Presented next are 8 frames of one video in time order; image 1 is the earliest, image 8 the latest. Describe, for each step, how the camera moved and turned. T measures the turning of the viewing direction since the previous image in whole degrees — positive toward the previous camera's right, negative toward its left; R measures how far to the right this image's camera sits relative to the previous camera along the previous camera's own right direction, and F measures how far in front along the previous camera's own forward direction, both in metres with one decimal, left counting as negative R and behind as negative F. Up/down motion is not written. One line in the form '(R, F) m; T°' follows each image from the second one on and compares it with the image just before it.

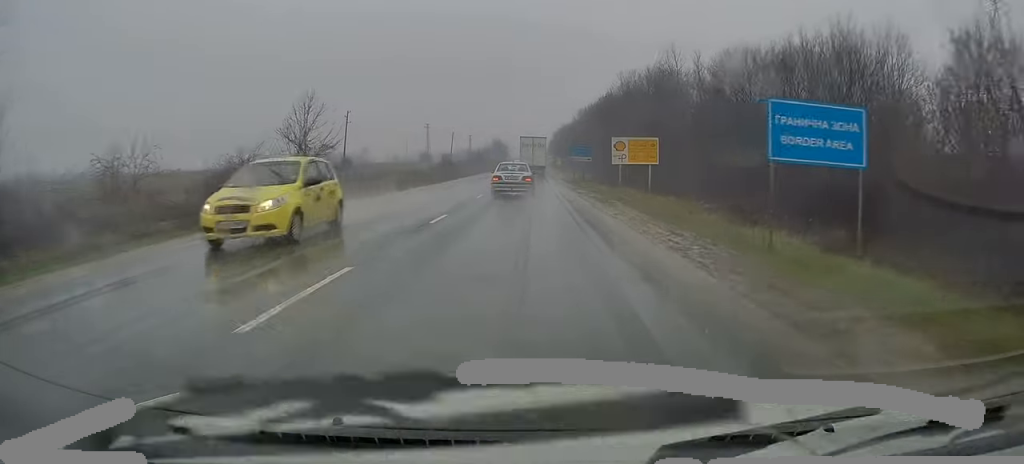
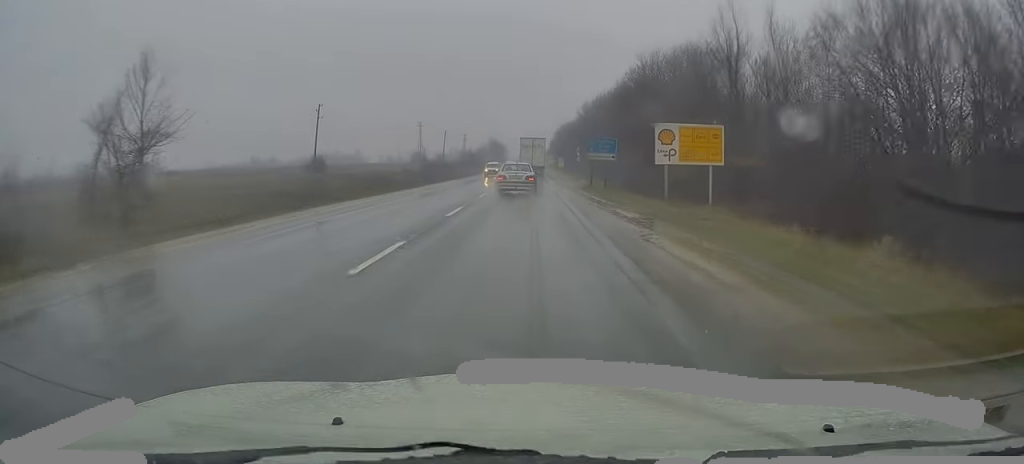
(-0.1, +15.8) m; +1°
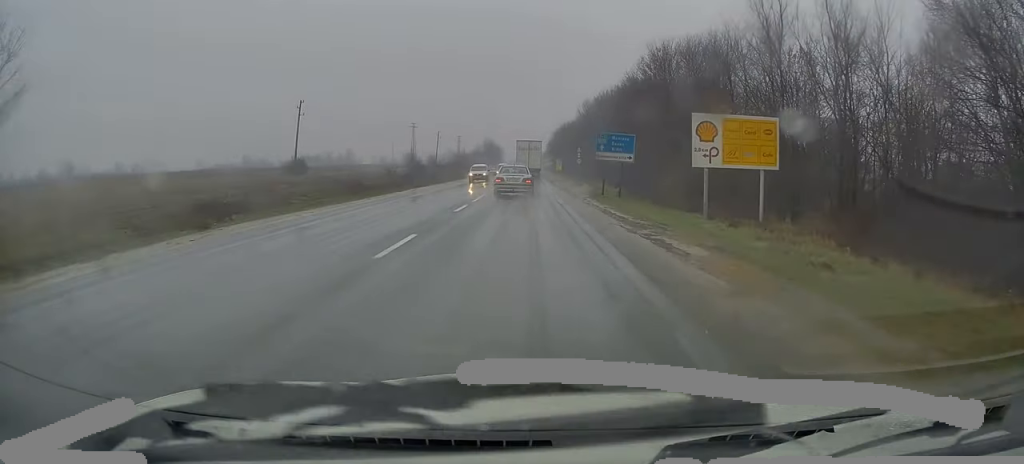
(0.0, +7.3) m; +1°
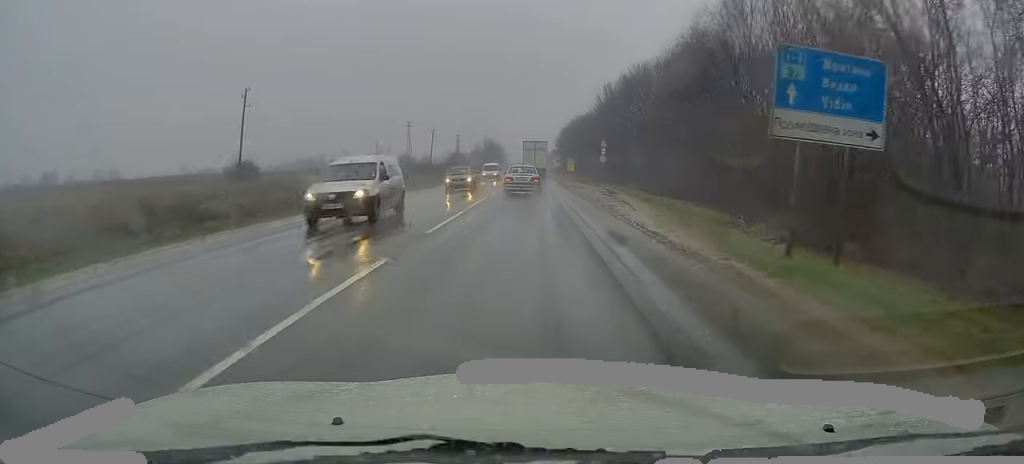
(+0.4, +21.0) m; +1°
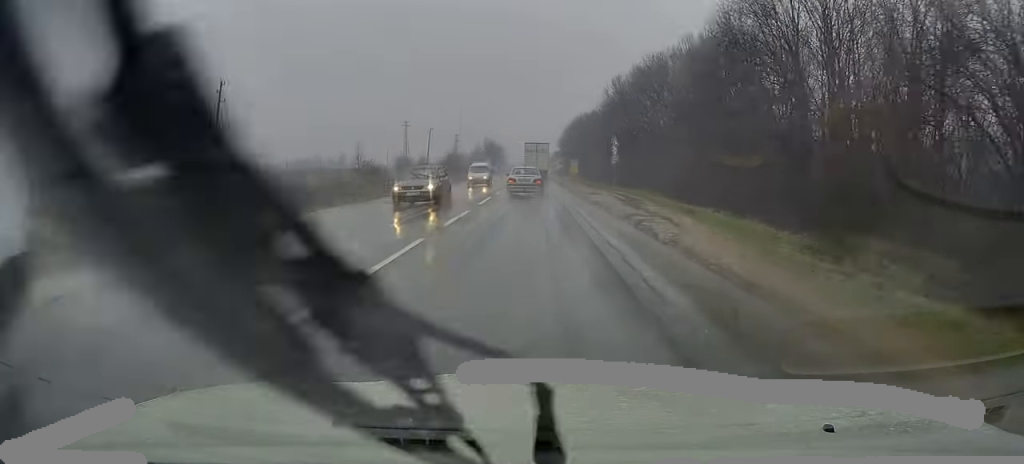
(-0.1, +6.8) m; 0°
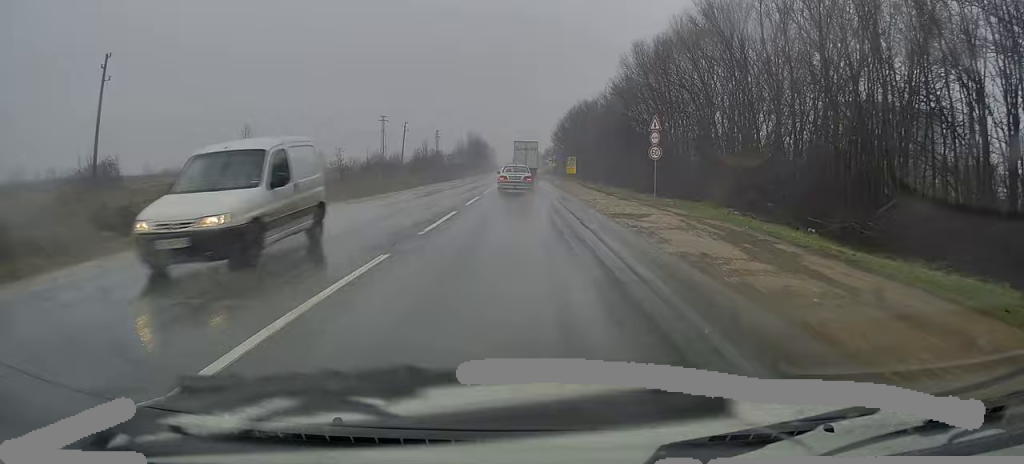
(+0.1, +19.5) m; -2°
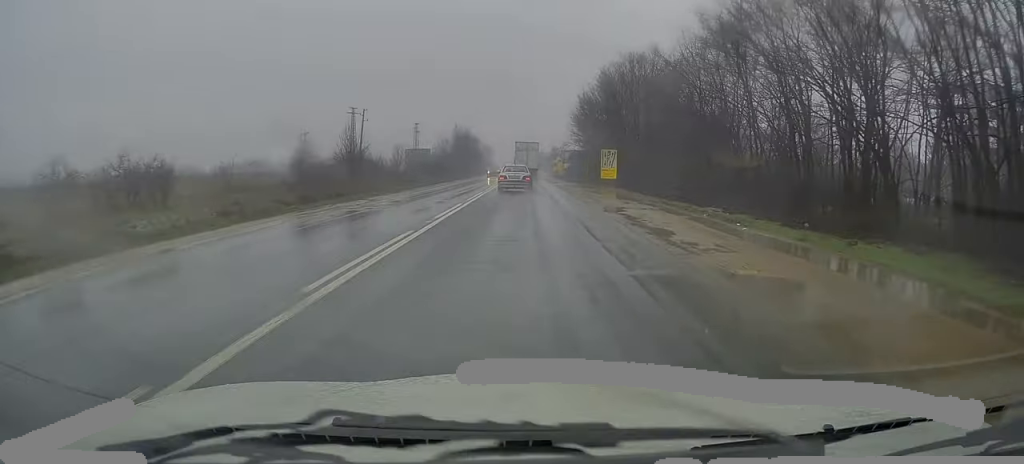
(+0.5, +39.0) m; +2°
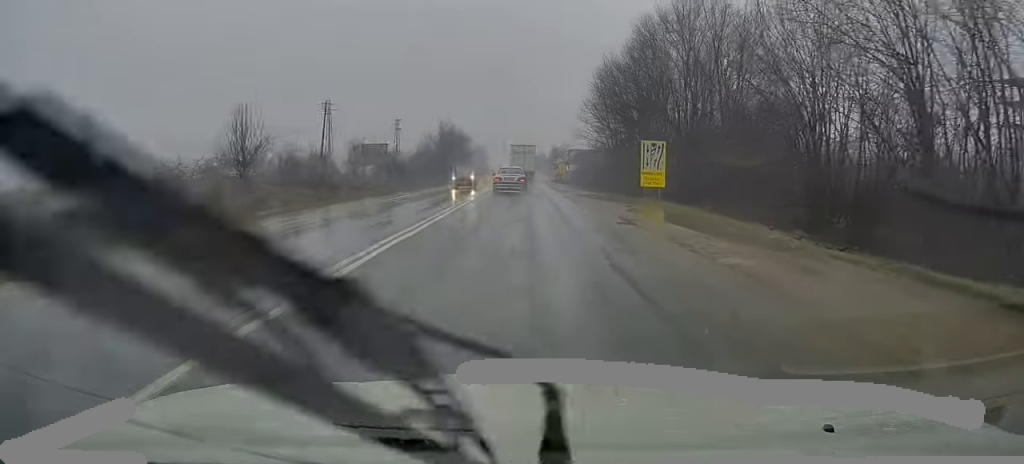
(-0.4, +19.2) m; 0°
